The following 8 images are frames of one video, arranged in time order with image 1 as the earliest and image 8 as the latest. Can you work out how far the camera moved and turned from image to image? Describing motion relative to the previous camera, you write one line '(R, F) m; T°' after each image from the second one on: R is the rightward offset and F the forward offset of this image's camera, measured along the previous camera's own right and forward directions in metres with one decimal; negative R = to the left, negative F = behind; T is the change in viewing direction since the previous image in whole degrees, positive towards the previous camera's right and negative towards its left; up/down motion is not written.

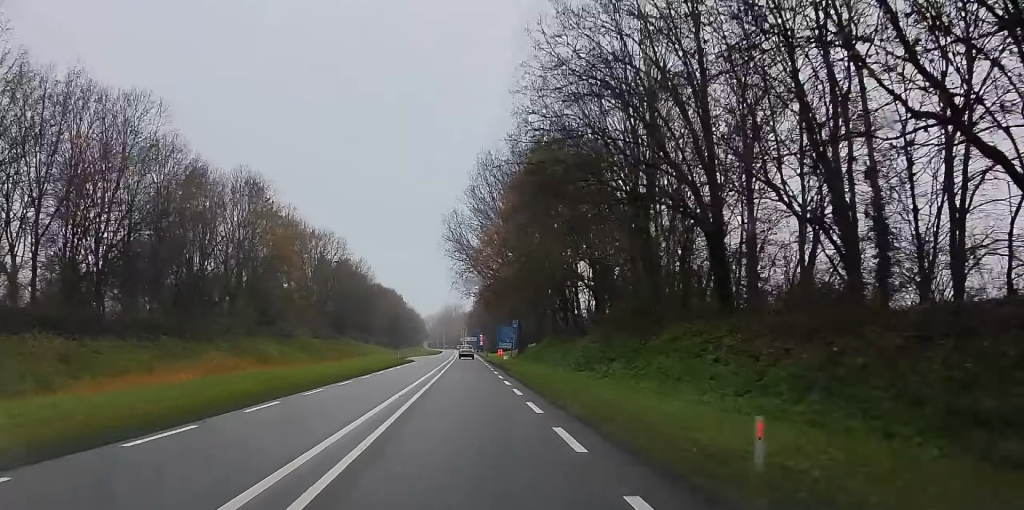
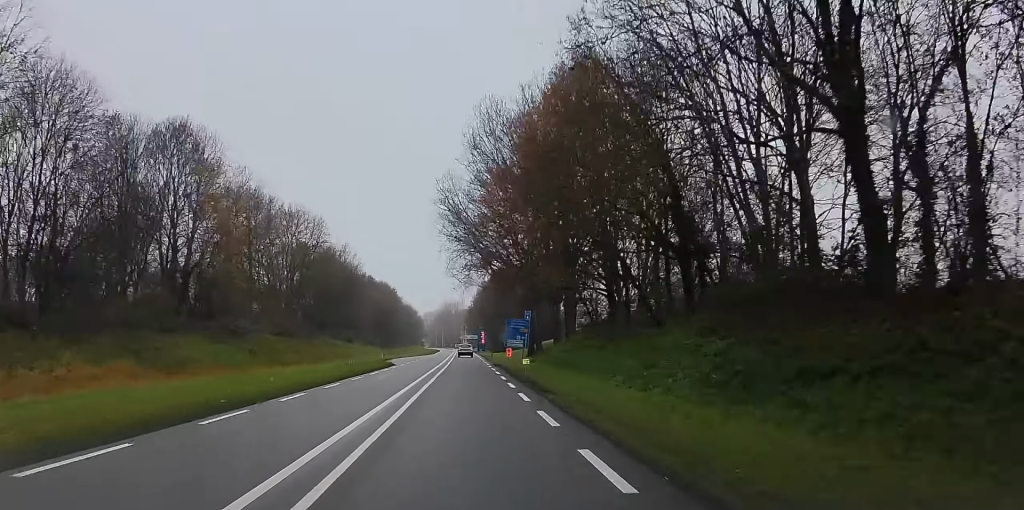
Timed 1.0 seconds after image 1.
(-0.8, +20.2) m; 0°
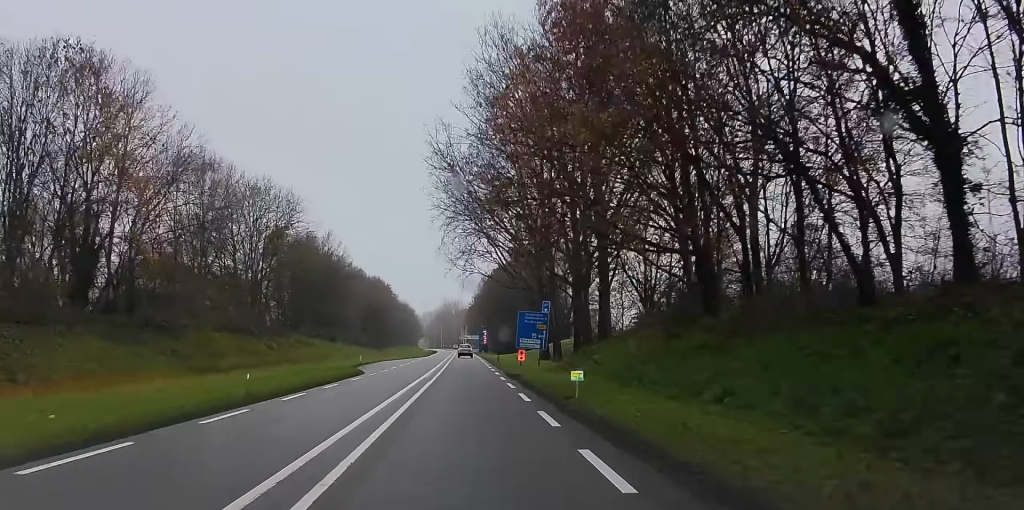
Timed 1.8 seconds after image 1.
(+0.4, +17.6) m; +3°
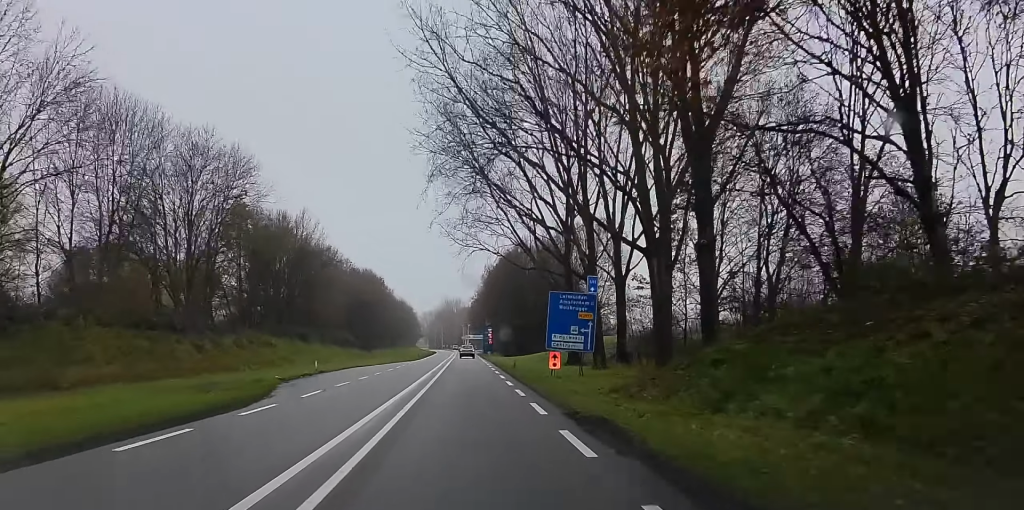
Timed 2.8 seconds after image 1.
(+0.9, +21.2) m; +2°
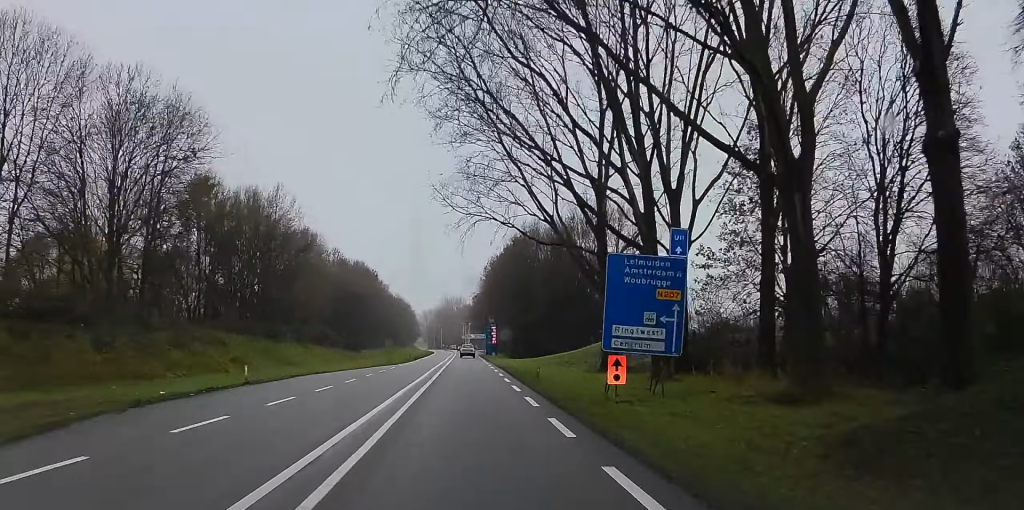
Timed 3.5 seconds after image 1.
(0.0, +15.4) m; 0°
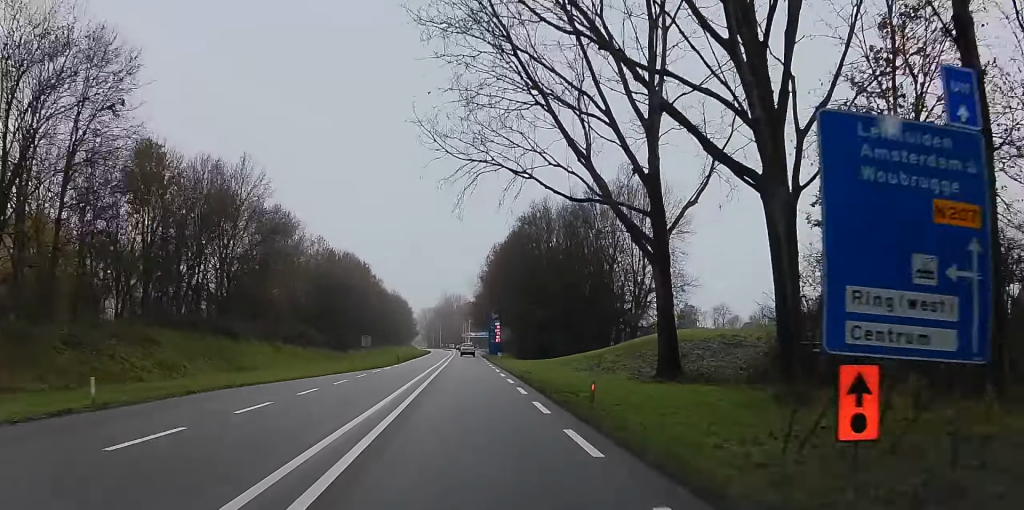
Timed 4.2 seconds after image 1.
(+0.1, +14.7) m; -1°
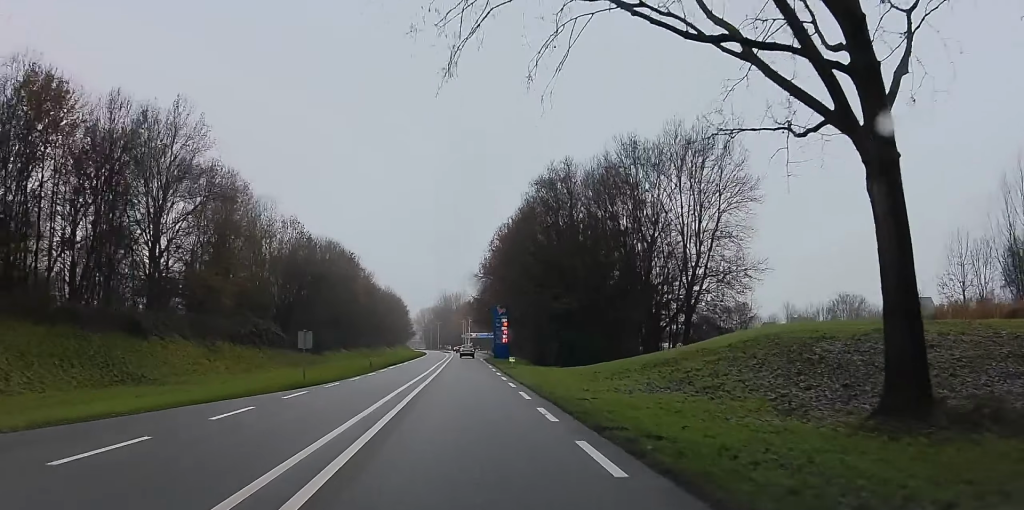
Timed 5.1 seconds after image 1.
(-0.5, +19.2) m; -5°
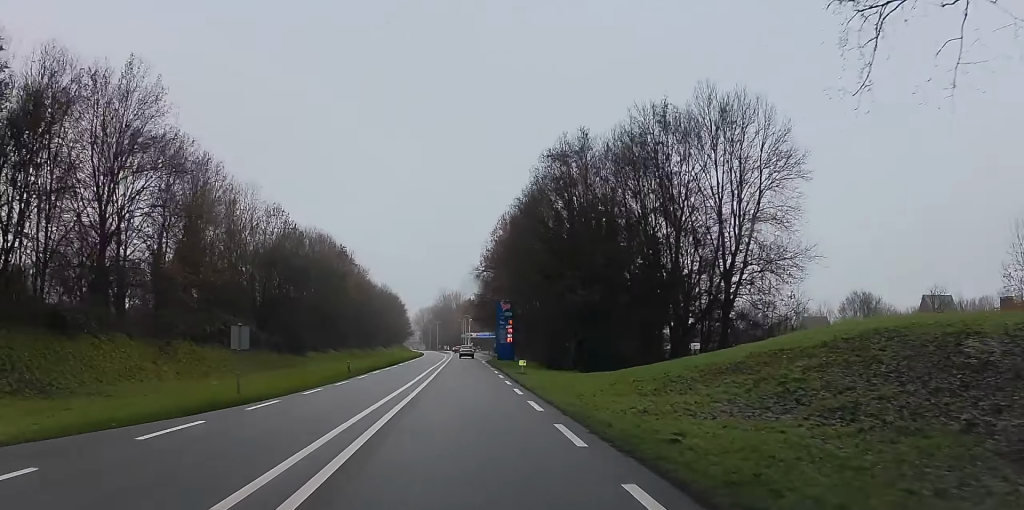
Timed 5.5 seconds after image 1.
(-0.2, +9.7) m; -1°
